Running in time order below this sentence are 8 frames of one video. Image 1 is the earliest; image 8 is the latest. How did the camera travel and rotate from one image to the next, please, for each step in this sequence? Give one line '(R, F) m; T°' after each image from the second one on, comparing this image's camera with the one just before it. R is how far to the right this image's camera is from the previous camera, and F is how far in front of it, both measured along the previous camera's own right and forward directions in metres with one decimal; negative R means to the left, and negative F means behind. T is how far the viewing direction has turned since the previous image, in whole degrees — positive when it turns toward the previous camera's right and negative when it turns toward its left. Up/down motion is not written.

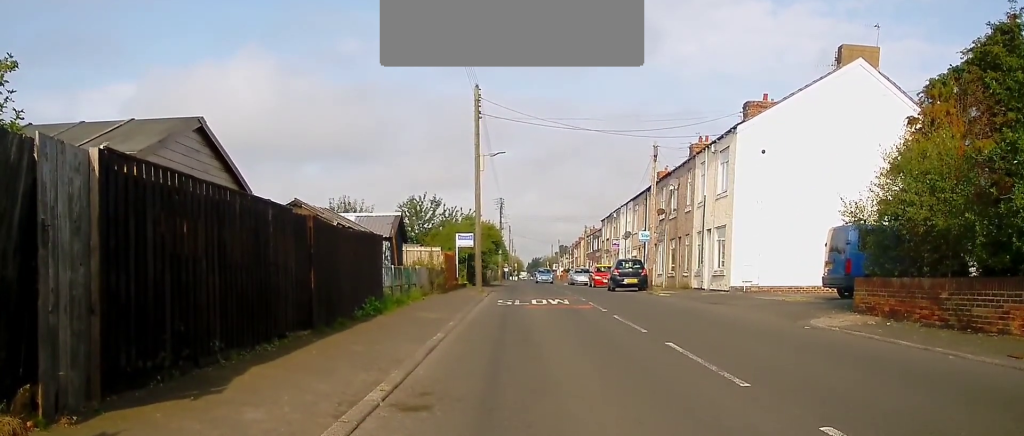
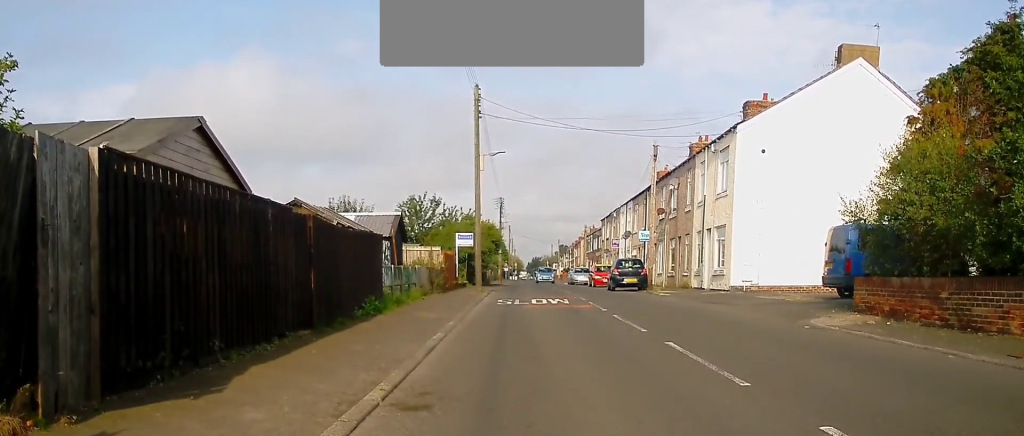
(0.0, +0.2) m; 0°
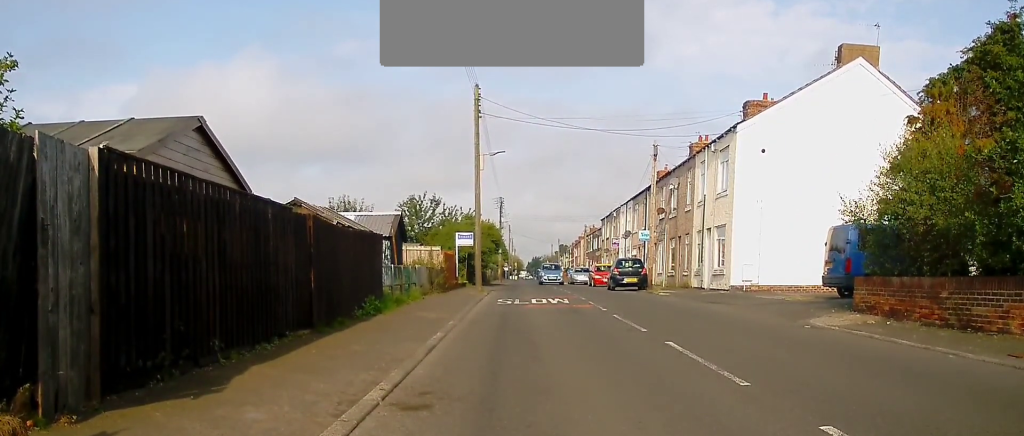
(0.0, +0.2) m; 0°
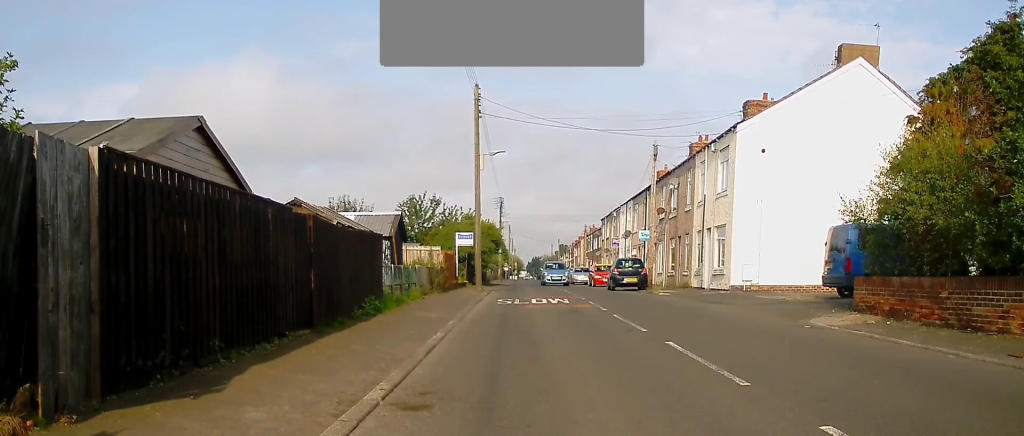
(0.0, 0.0) m; 0°
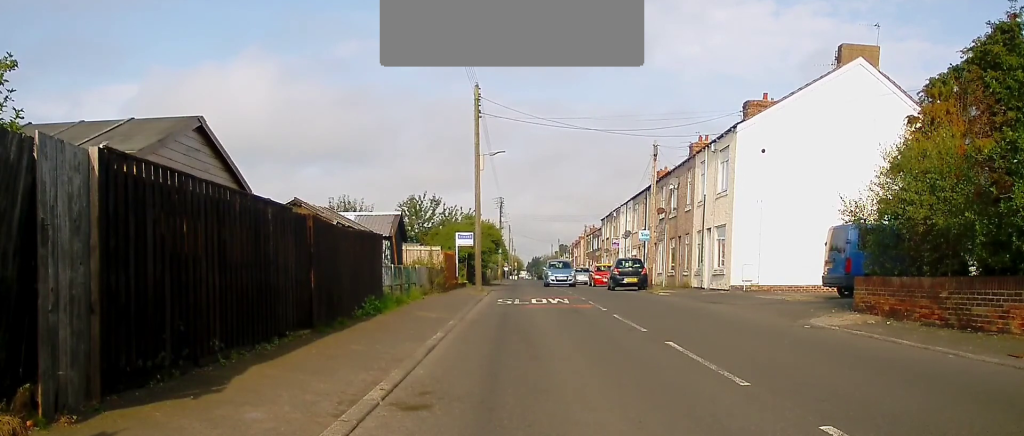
(0.0, 0.0) m; 0°
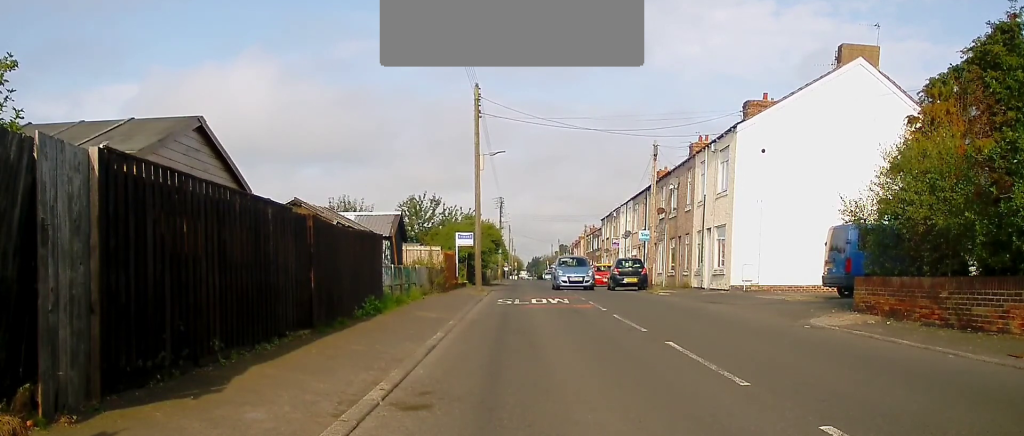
(0.0, 0.0) m; 0°
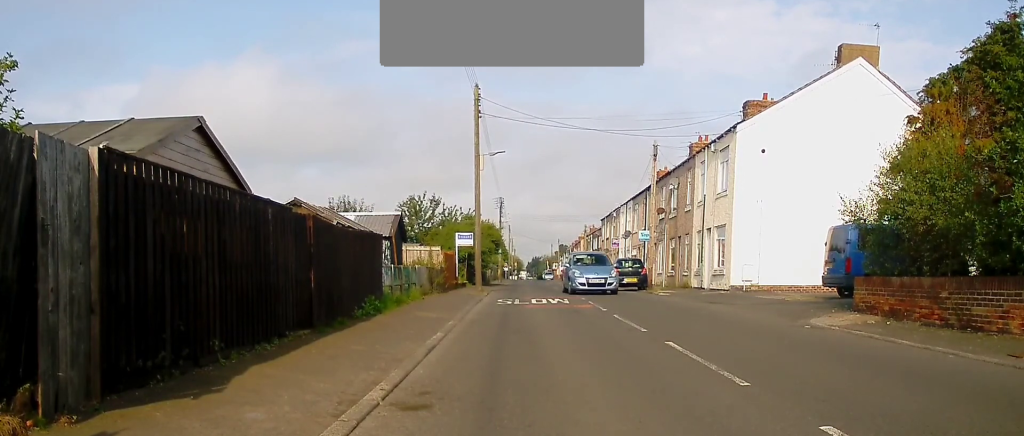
(0.0, 0.0) m; 0°
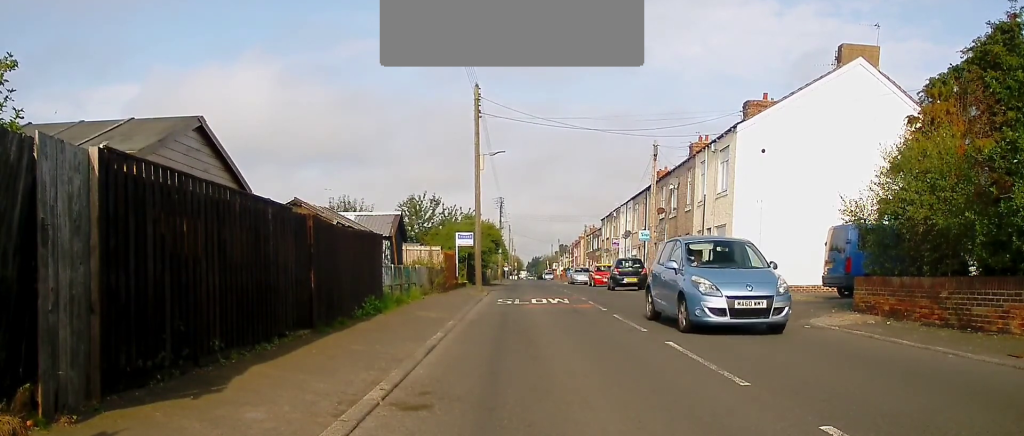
(0.0, 0.0) m; 0°
